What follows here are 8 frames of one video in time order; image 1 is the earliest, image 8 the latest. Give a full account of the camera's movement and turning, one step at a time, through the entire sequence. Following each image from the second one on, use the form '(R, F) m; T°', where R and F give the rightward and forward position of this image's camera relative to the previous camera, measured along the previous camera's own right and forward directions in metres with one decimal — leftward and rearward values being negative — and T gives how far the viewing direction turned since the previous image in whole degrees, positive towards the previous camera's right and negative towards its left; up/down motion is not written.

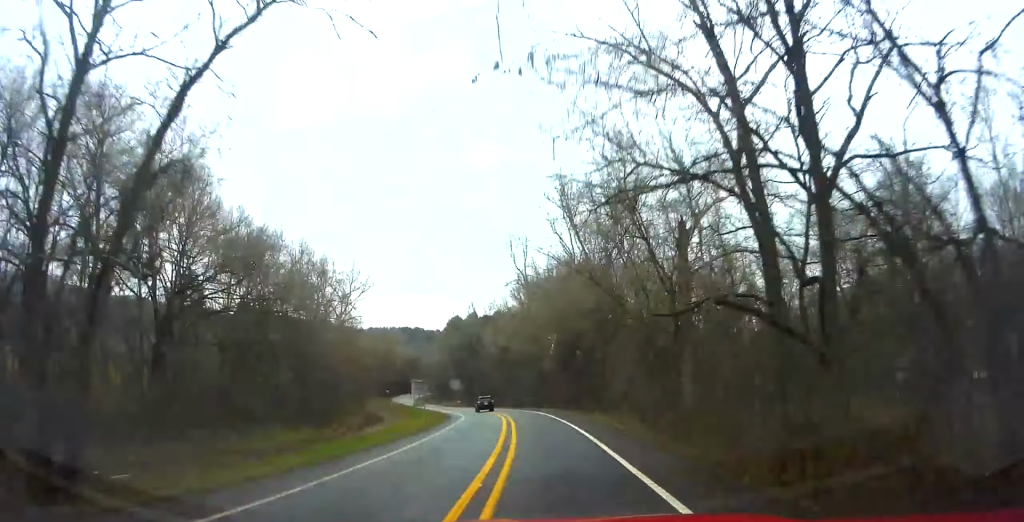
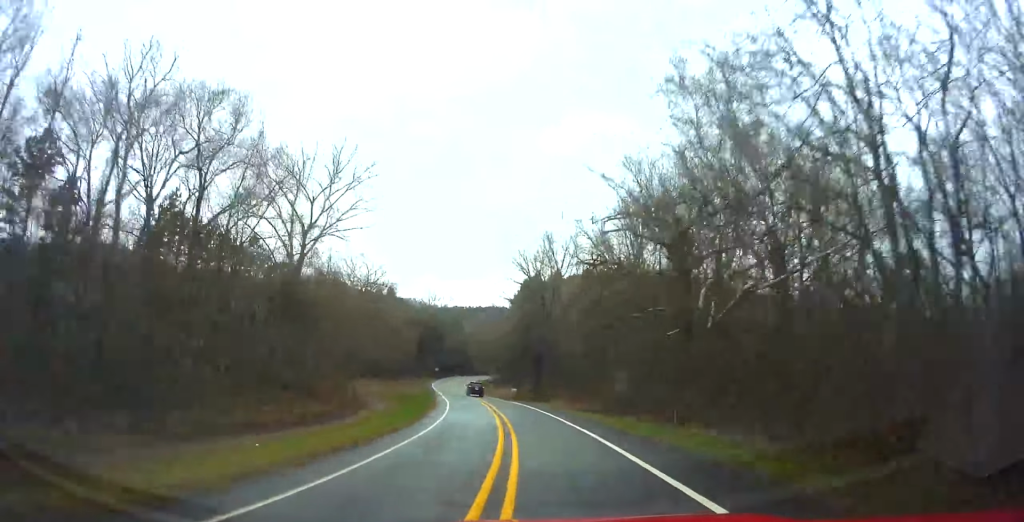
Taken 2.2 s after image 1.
(-0.5, +50.6) m; -5°
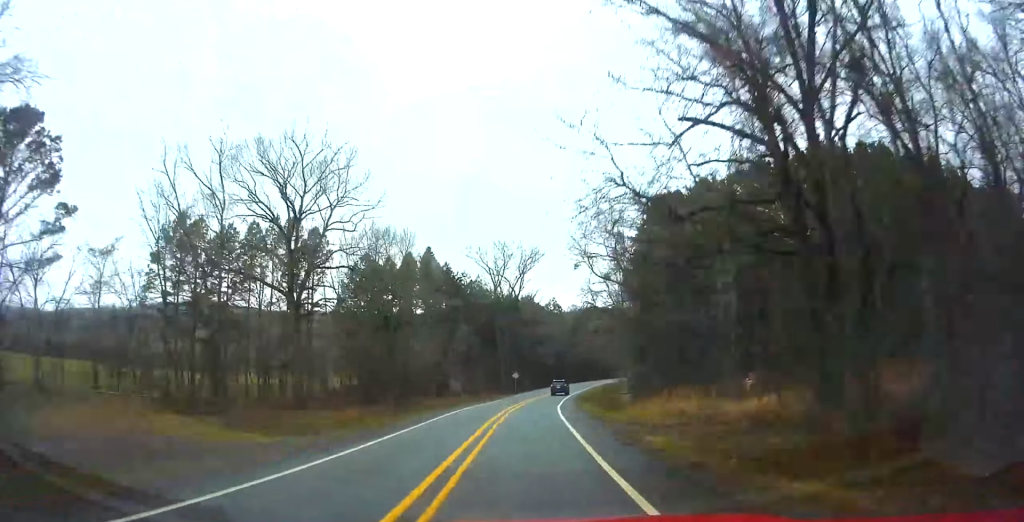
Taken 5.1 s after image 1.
(-5.3, +68.4) m; -7°
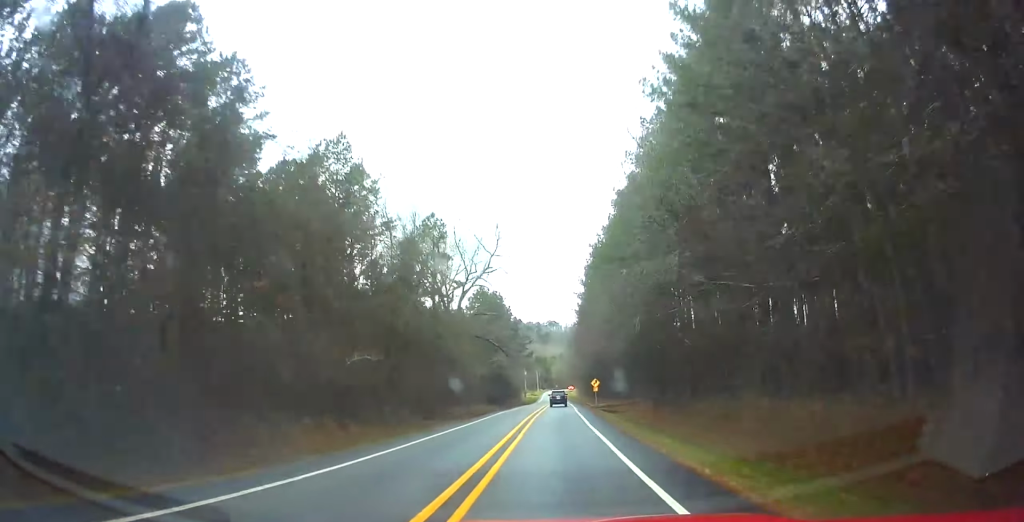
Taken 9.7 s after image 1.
(-2.3, +112.0) m; +2°
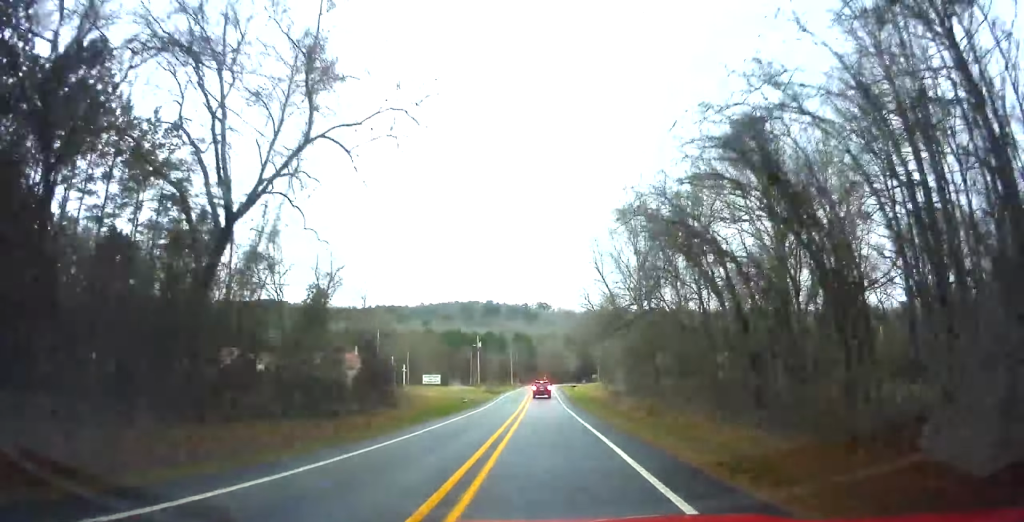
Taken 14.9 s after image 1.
(+9.1, +125.8) m; +5°
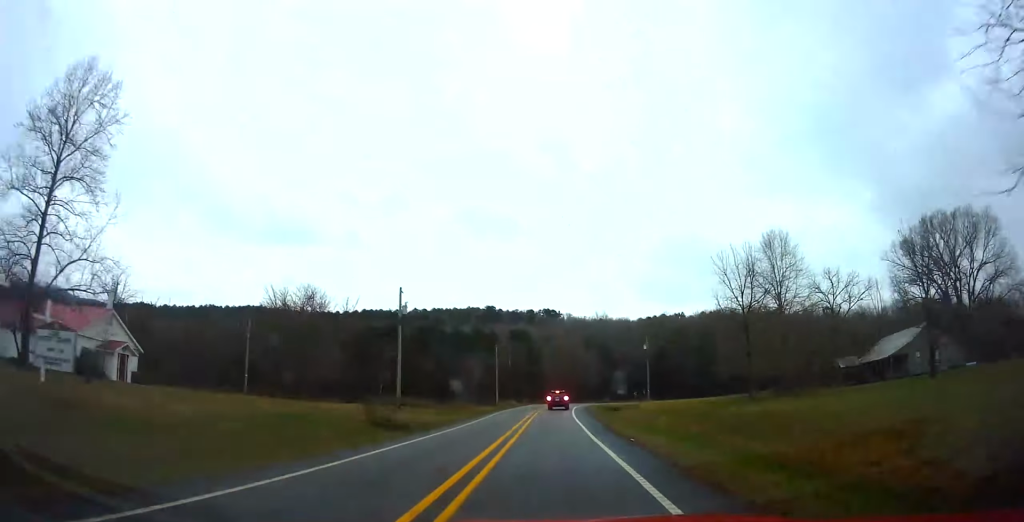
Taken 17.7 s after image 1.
(-0.4, +64.2) m; +1°
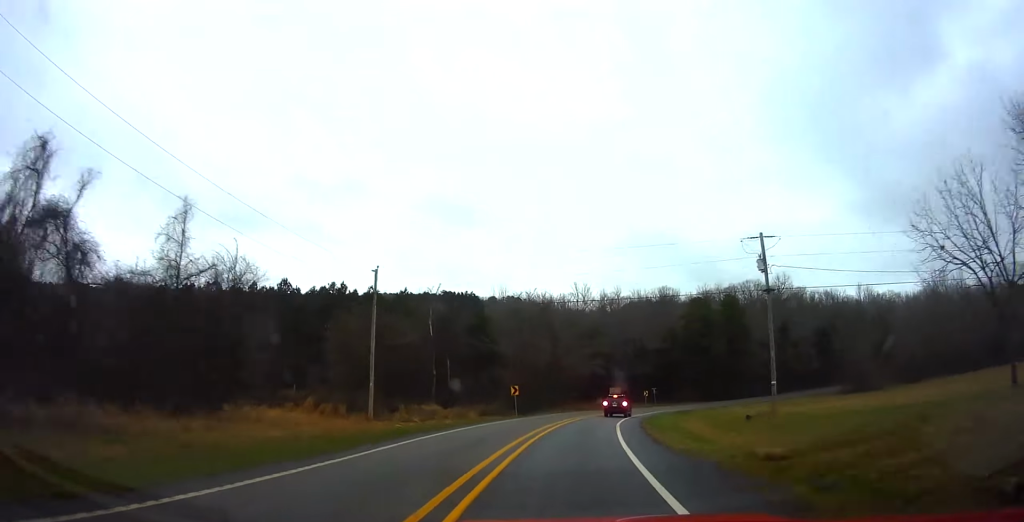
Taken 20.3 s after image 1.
(+0.7, +55.4) m; +4°
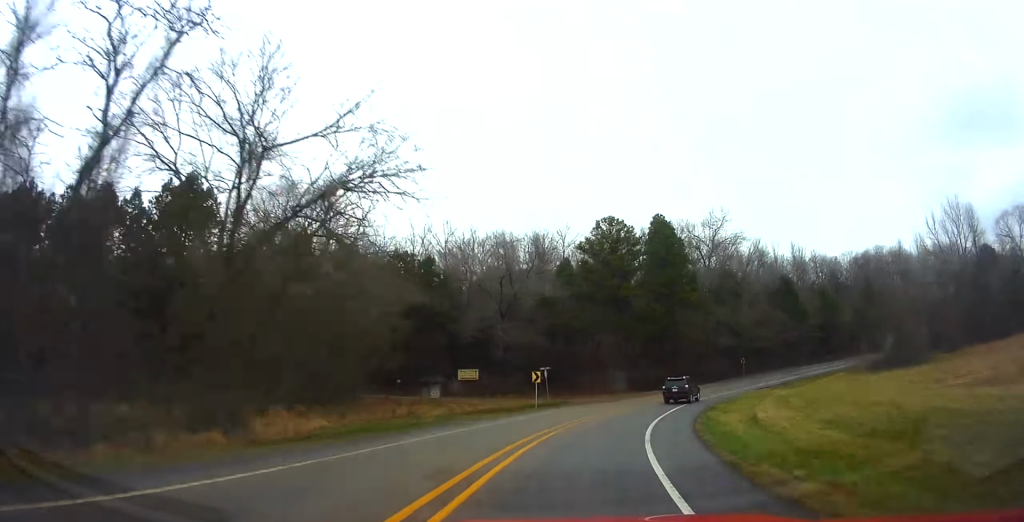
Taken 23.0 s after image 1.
(+3.7, +52.5) m; +14°
